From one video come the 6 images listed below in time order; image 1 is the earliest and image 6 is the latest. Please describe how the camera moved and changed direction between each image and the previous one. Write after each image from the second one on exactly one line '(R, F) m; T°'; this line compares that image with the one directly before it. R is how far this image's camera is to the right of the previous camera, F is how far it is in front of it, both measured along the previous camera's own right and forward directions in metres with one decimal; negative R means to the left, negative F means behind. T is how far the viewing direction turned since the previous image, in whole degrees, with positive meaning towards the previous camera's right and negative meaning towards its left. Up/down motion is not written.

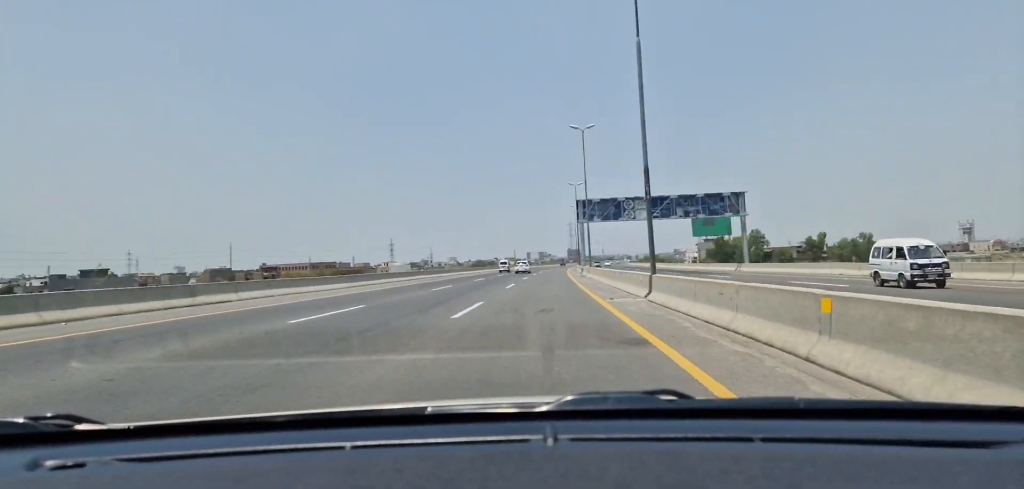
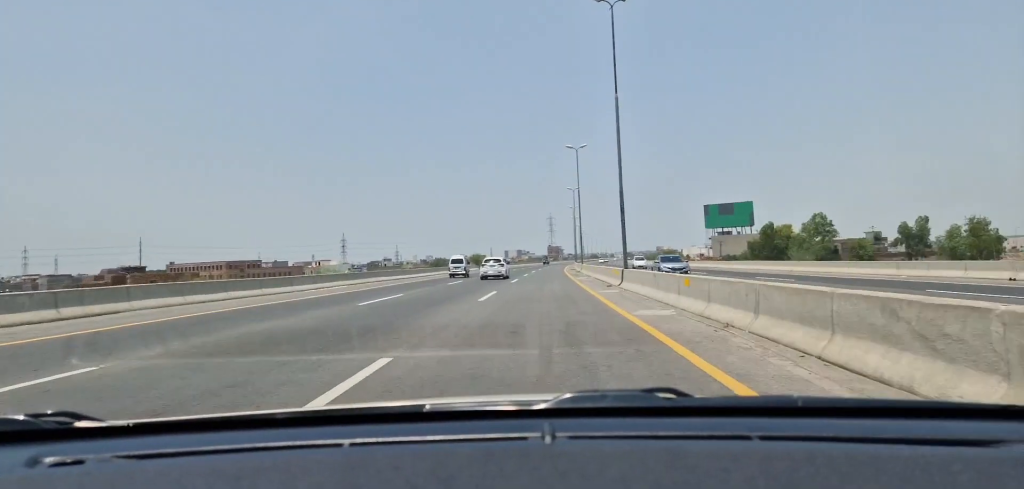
(+1.0, +68.9) m; +2°
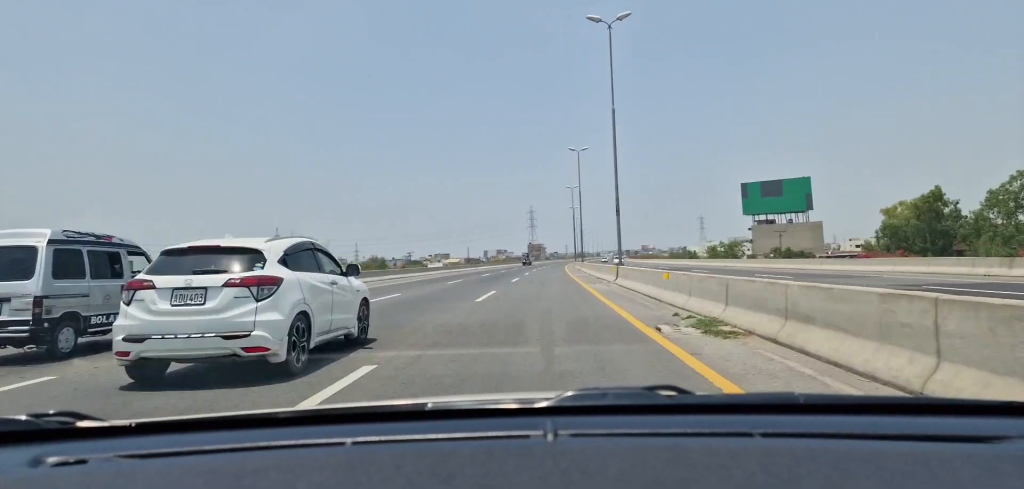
(+1.1, +73.8) m; +1°
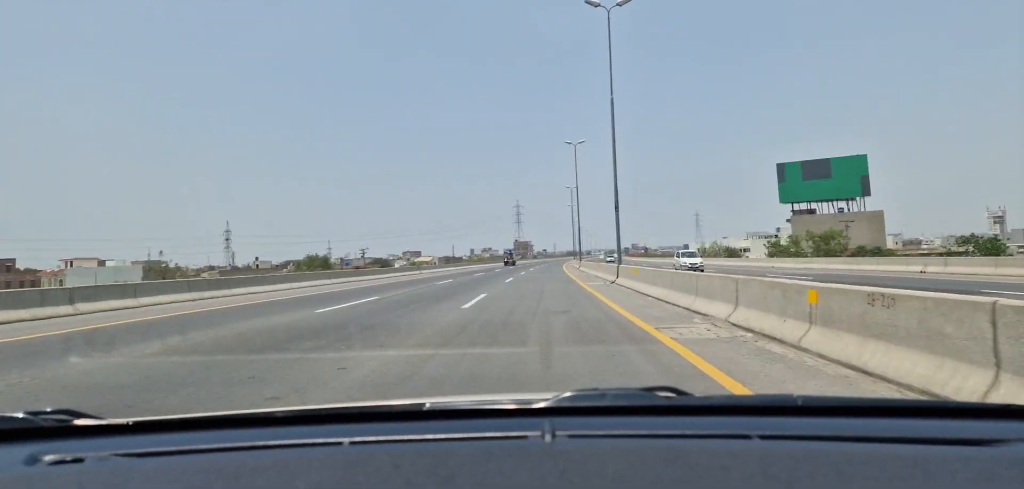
(0.0, +40.6) m; +1°
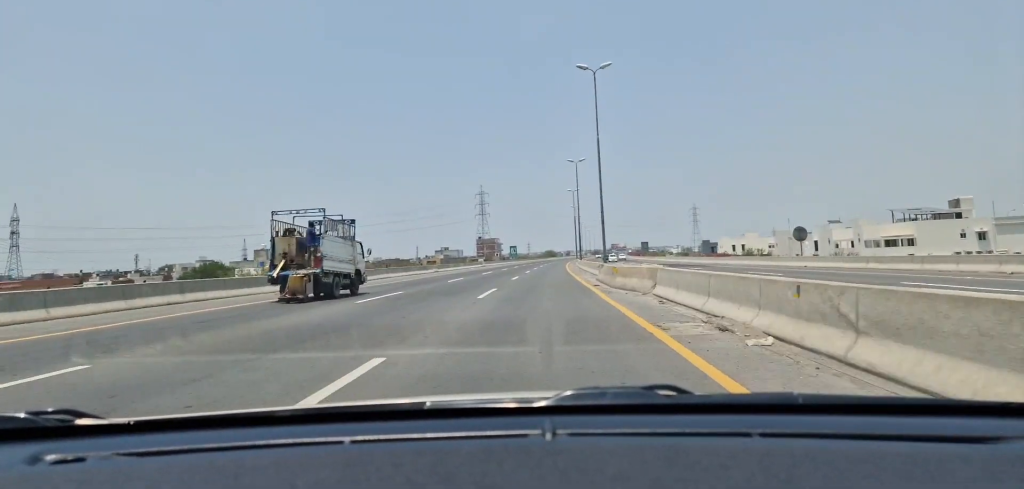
(+2.6, +105.3) m; +2°
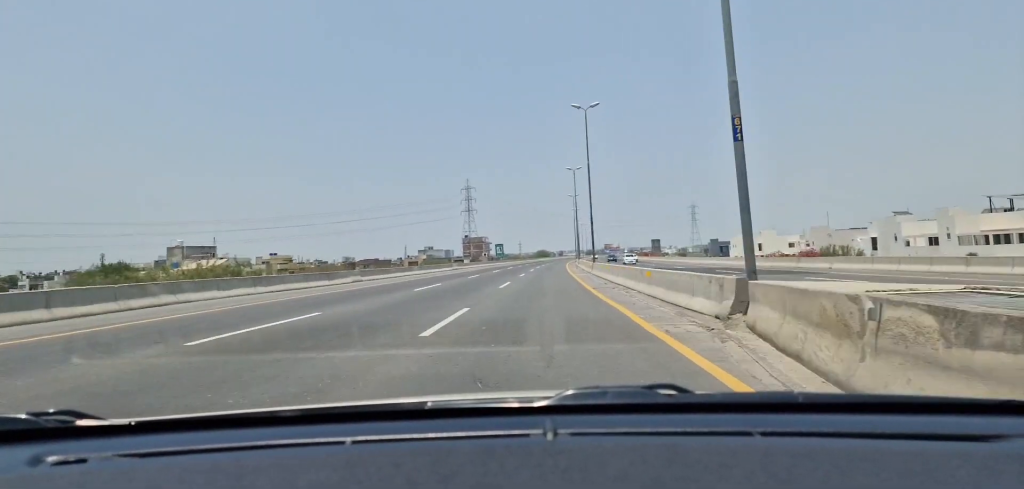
(+0.2, +28.0) m; +1°
